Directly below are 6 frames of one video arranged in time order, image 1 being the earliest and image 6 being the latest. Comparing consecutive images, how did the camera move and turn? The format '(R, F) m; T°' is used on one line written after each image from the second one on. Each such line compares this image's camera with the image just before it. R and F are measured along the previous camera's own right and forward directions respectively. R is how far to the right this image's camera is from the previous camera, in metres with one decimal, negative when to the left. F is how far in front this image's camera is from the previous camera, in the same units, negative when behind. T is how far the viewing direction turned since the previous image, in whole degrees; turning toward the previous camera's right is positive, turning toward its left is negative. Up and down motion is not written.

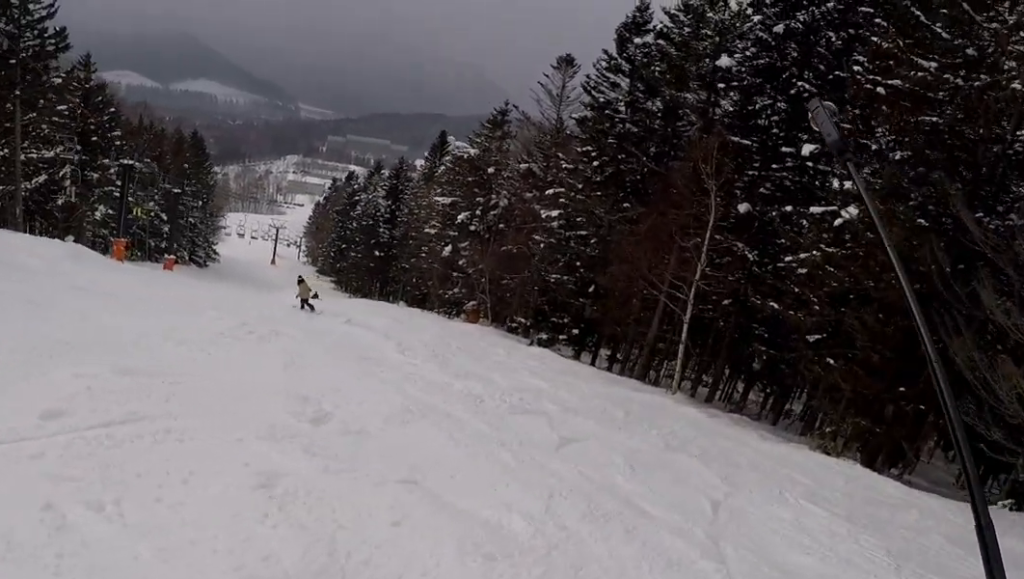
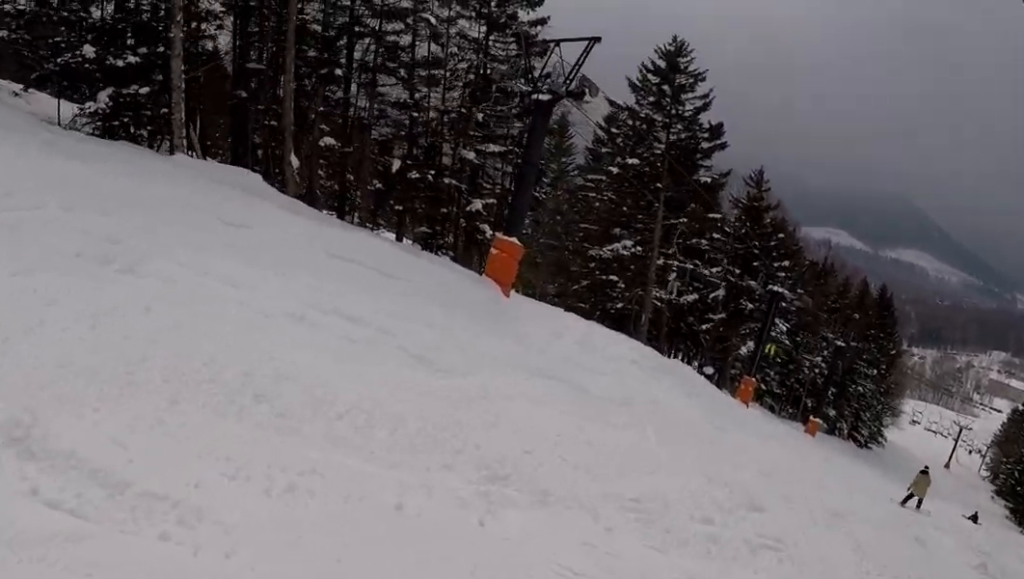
(-3.9, +5.6) m; -32°
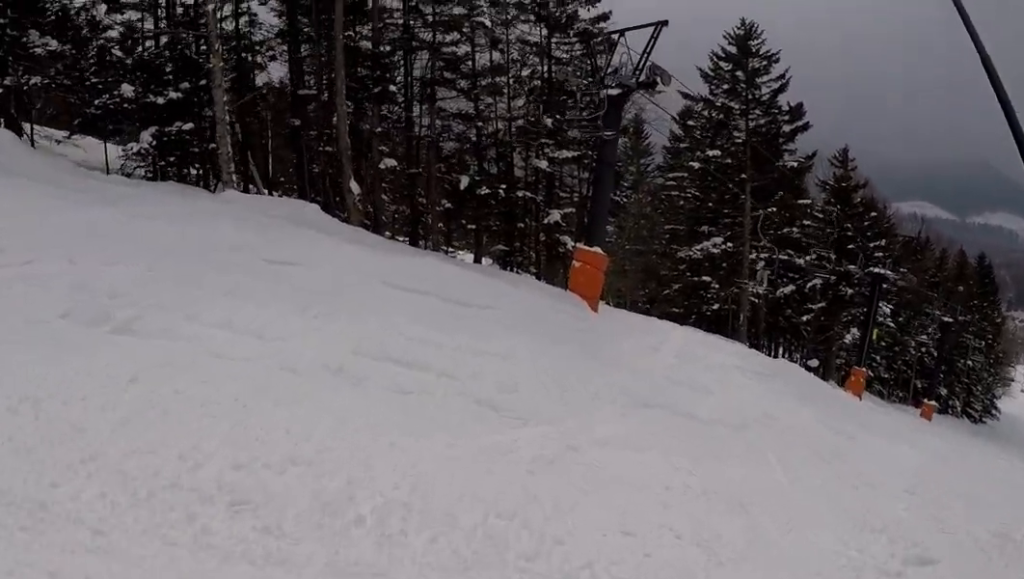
(+0.3, +2.0) m; +7°
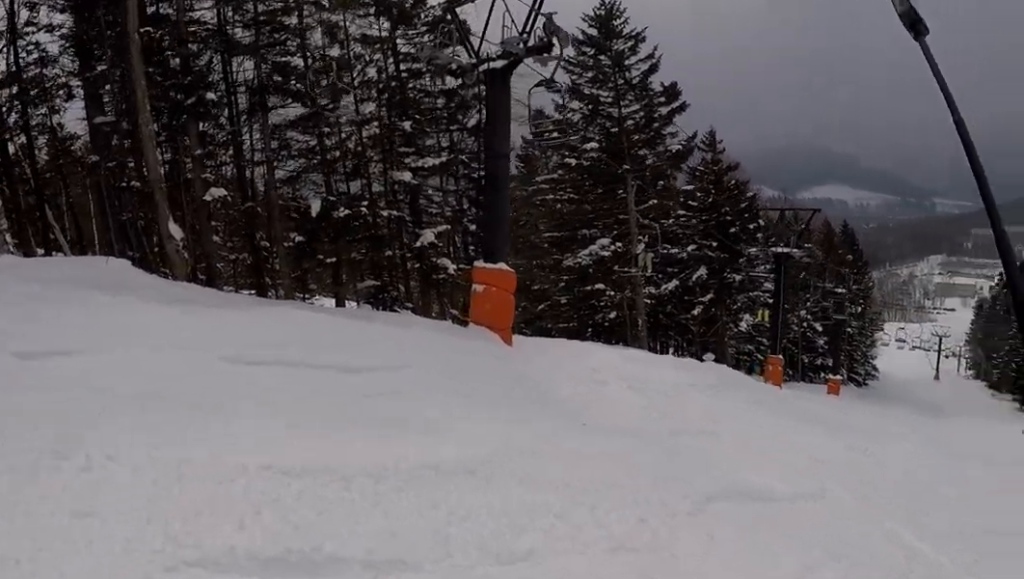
(+0.5, +5.1) m; +28°
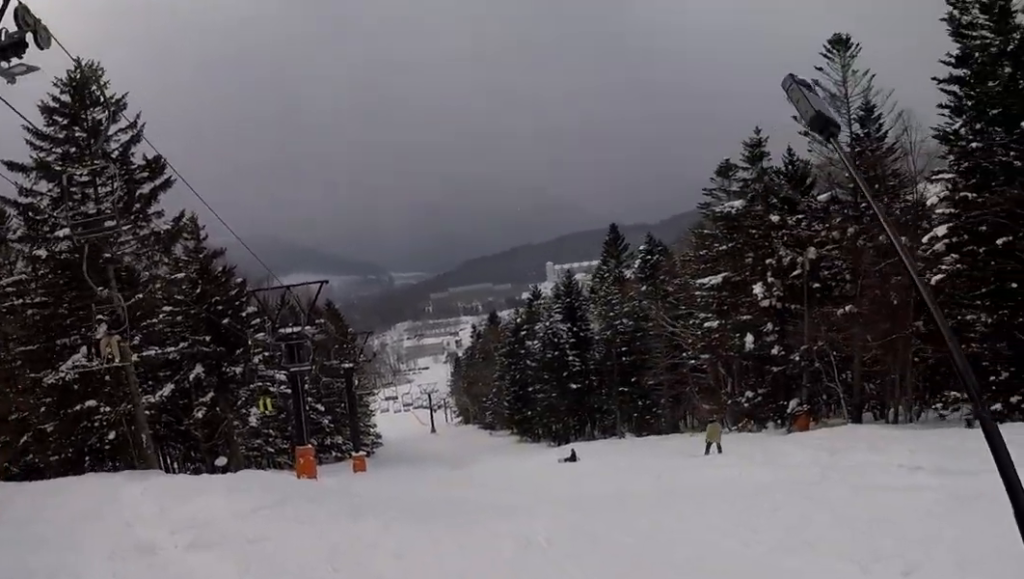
(+2.3, +3.0) m; +69°
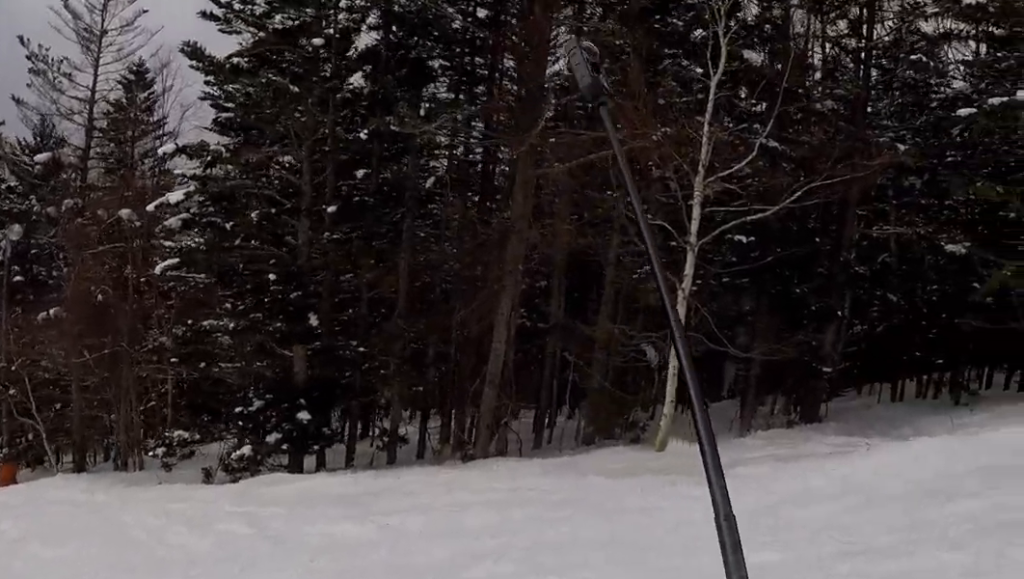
(+2.8, +9.2) m; +37°
